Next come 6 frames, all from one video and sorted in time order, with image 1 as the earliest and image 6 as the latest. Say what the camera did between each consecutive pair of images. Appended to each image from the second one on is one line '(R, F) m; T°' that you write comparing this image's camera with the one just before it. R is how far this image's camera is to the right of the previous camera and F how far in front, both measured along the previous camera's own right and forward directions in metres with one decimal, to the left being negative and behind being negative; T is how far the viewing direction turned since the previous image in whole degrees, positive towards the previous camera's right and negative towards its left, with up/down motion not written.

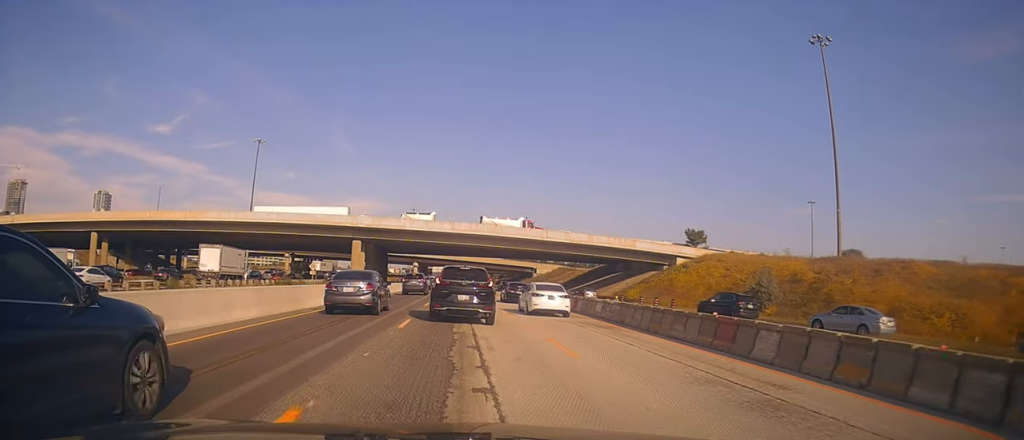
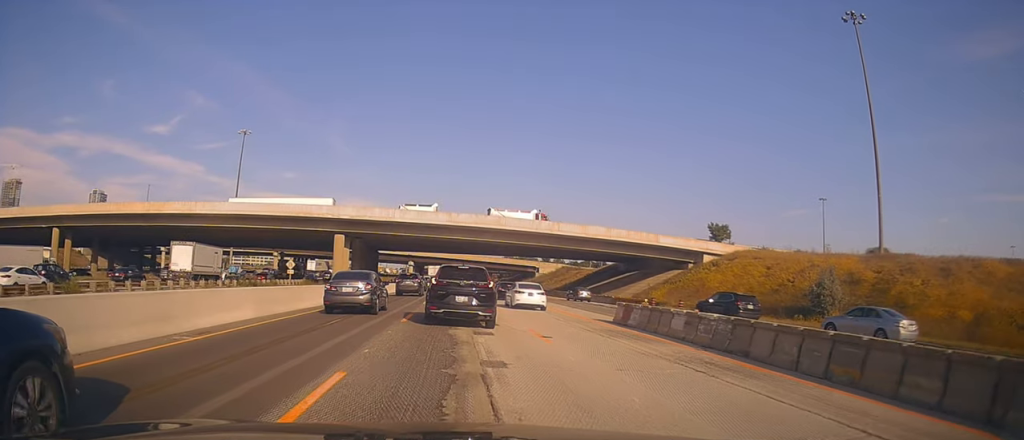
(-0.1, +11.6) m; -1°
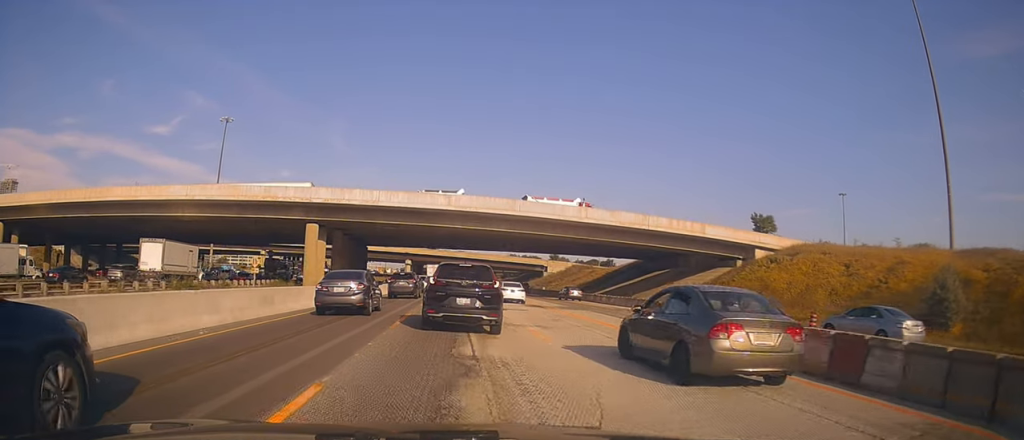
(-0.1, +14.7) m; -1°
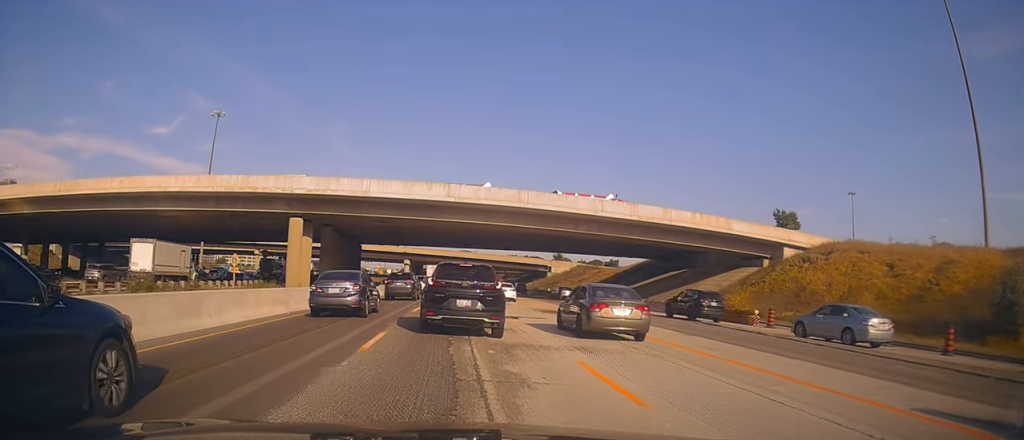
(-0.1, +6.7) m; +3°
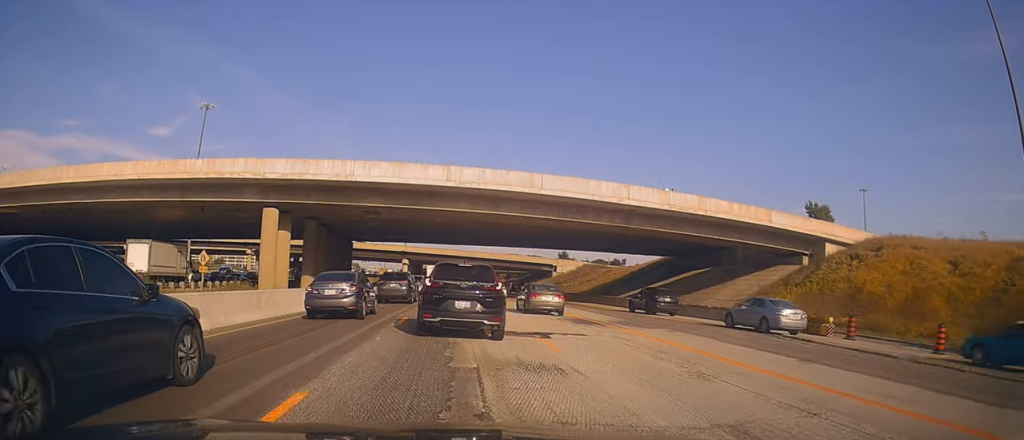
(+0.6, +8.7) m; +2°
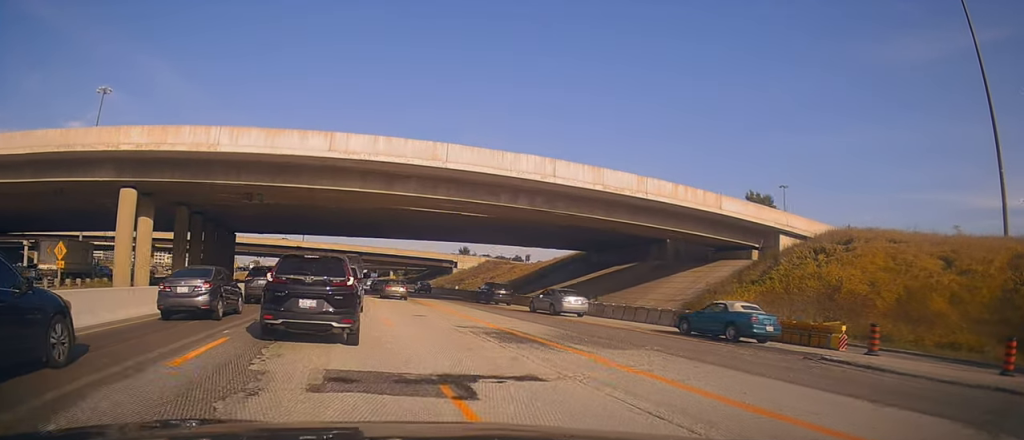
(-0.4, +7.1) m; +5°
